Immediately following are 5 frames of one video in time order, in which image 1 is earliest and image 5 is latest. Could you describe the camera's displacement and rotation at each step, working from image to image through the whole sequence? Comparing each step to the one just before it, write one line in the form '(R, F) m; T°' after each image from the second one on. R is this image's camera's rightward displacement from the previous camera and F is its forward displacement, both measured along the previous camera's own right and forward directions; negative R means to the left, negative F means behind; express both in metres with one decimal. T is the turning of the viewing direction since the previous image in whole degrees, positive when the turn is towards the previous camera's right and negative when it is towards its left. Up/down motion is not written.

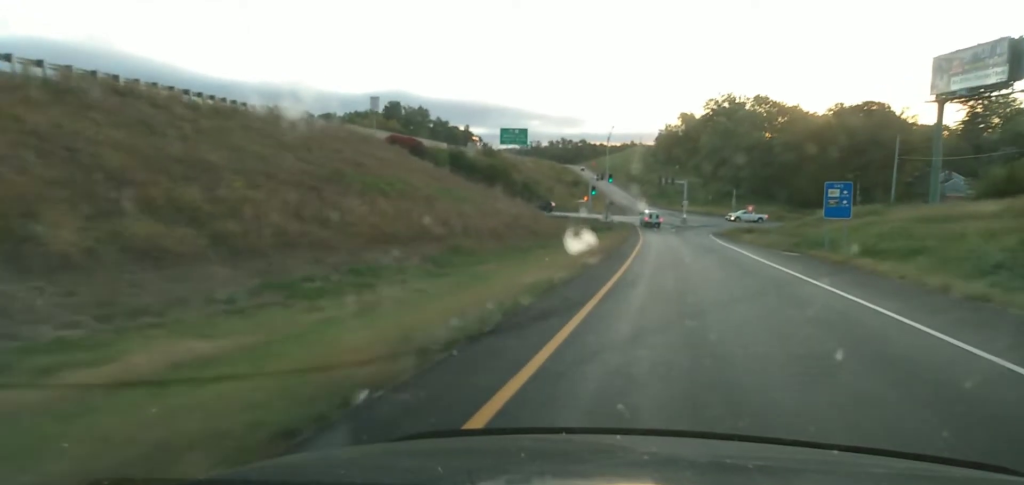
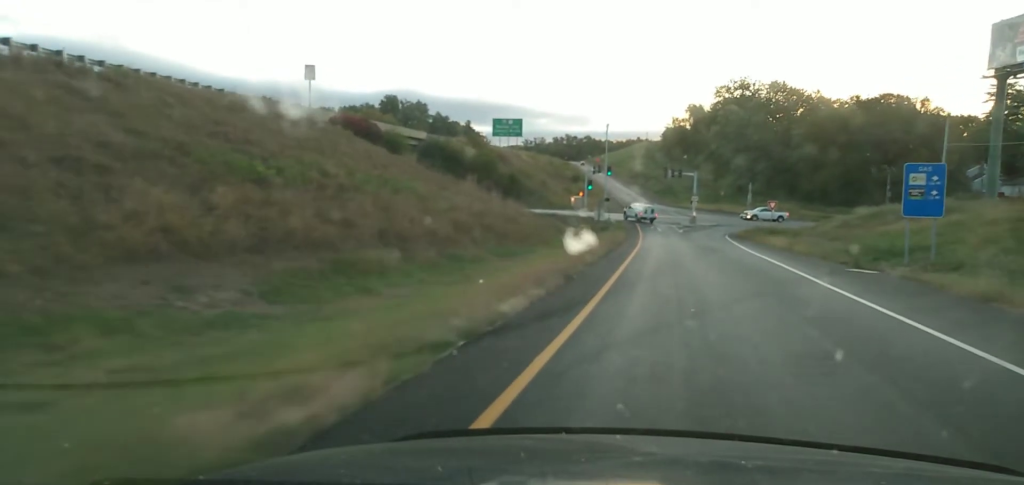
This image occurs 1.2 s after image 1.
(+0.3, +16.2) m; +1°
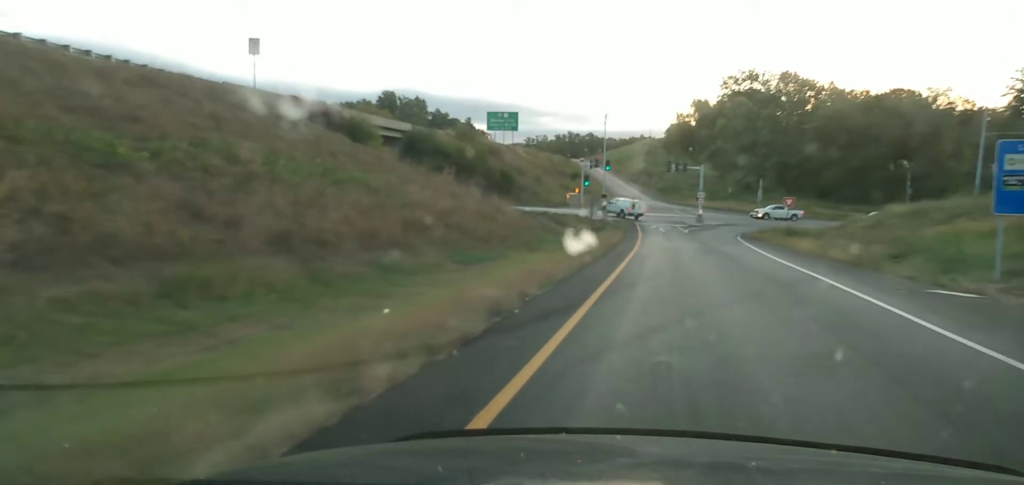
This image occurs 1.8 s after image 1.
(+0.1, +8.5) m; -1°
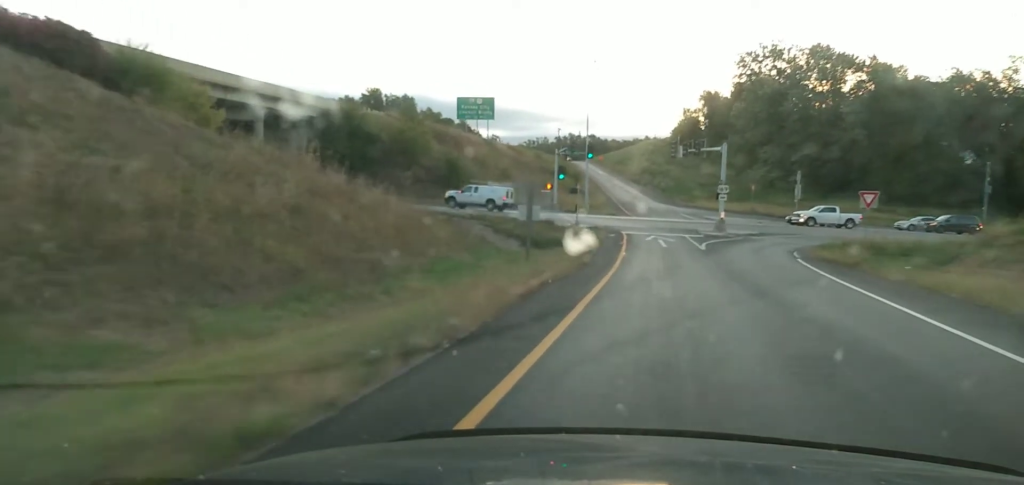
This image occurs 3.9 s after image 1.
(-1.1, +27.5) m; -2°
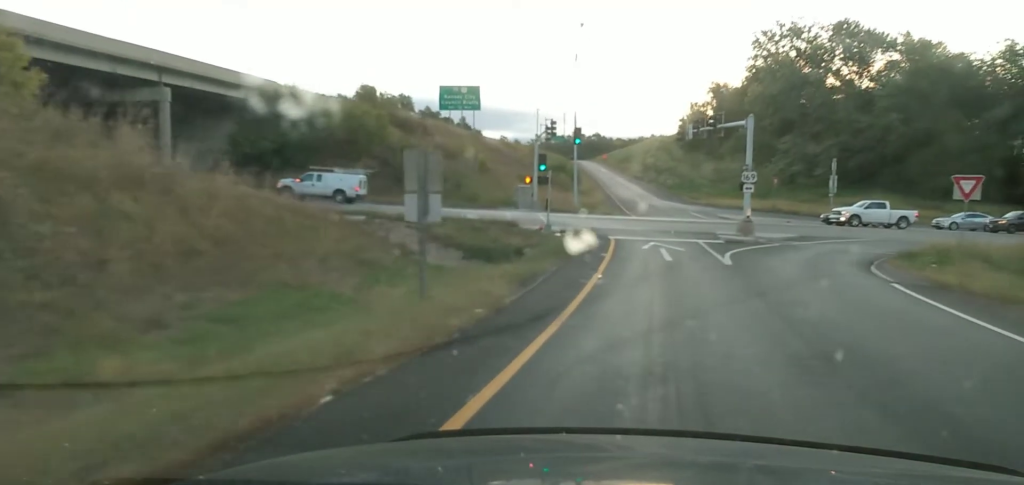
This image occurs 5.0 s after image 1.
(+0.1, +13.8) m; 0°
